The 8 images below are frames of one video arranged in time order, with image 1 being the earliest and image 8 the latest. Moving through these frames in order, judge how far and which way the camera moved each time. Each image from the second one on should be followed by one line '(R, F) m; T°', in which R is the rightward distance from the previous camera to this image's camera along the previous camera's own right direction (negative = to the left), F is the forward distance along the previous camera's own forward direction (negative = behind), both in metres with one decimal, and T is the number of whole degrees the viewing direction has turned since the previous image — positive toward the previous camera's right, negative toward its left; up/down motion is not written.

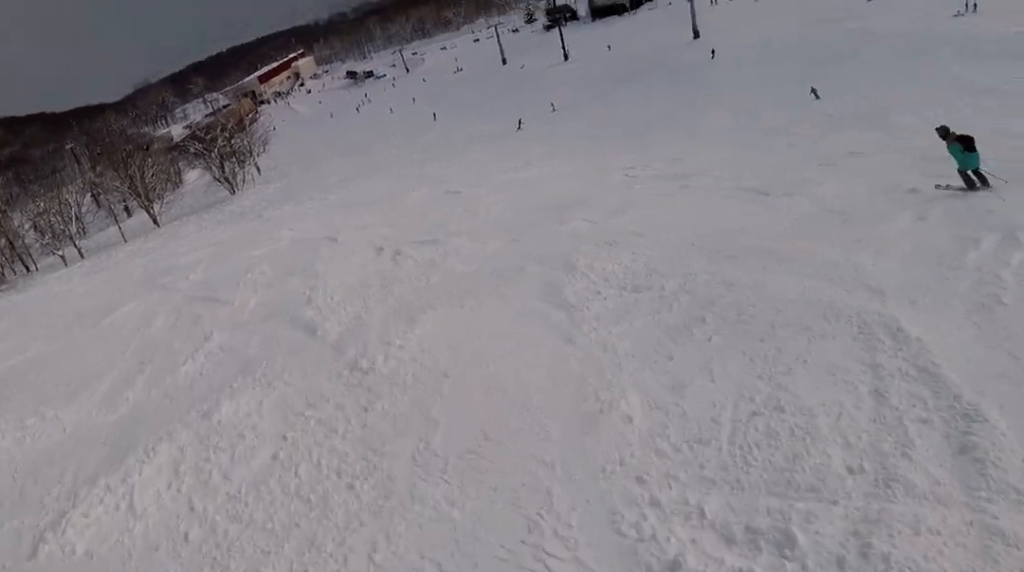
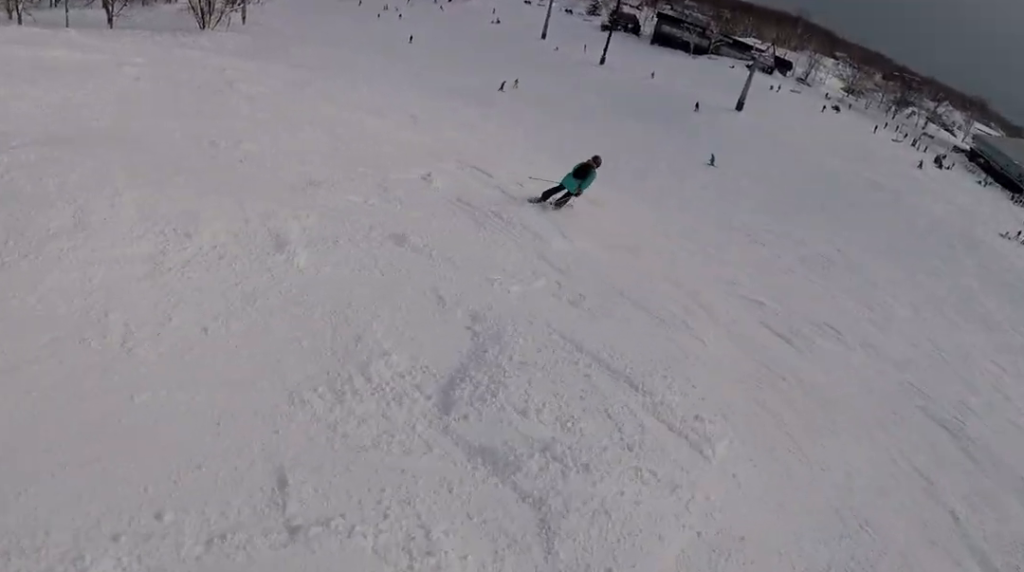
(+1.3, +8.8) m; -22°
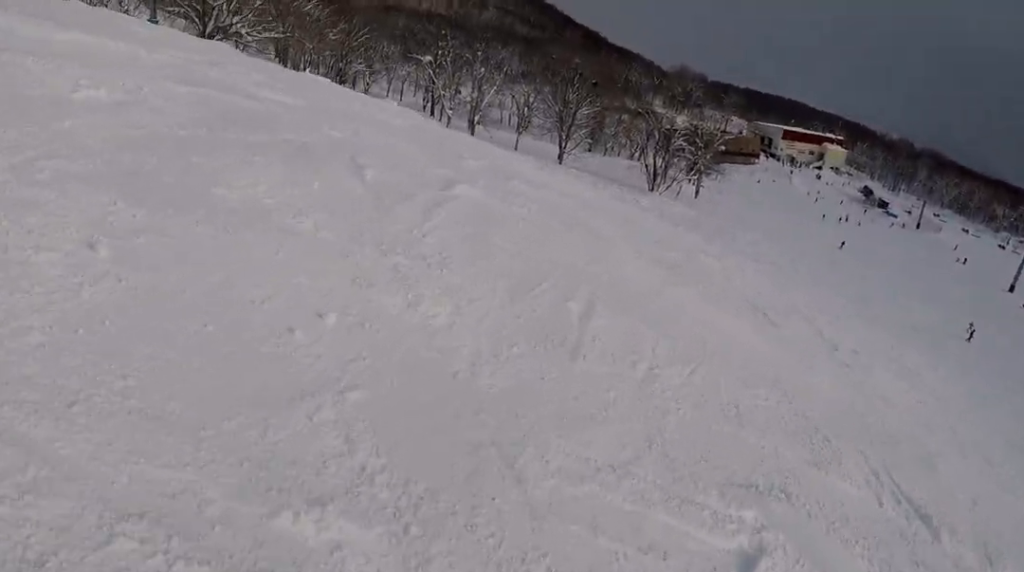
(-2.3, +6.1) m; -22°
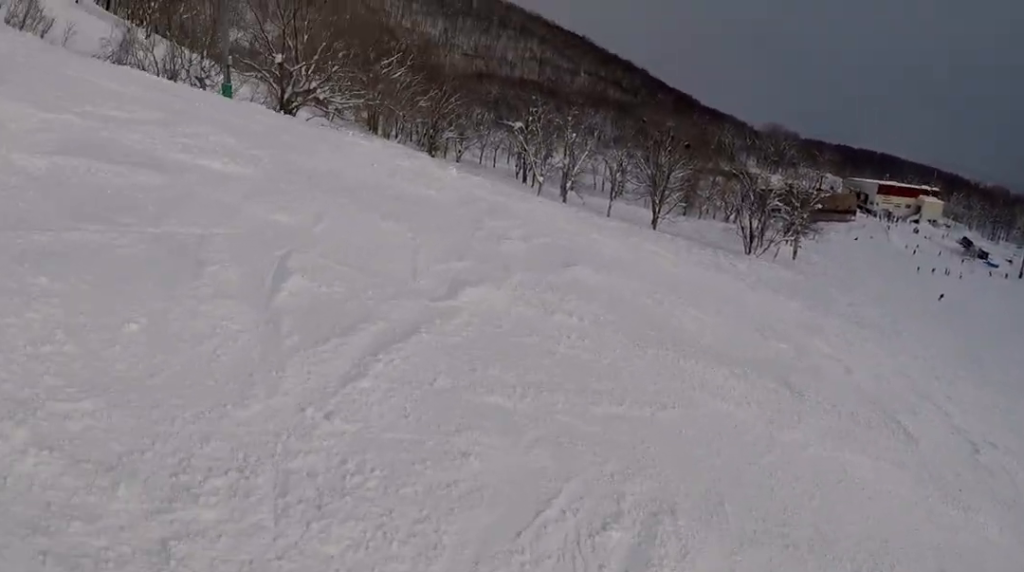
(+0.1, +2.7) m; +12°
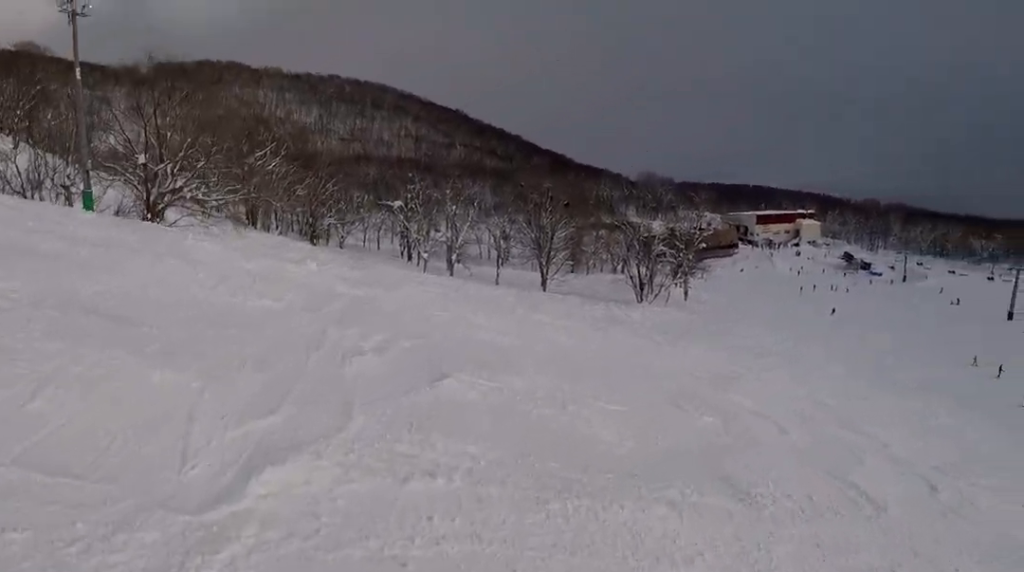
(-0.3, +2.1) m; +9°
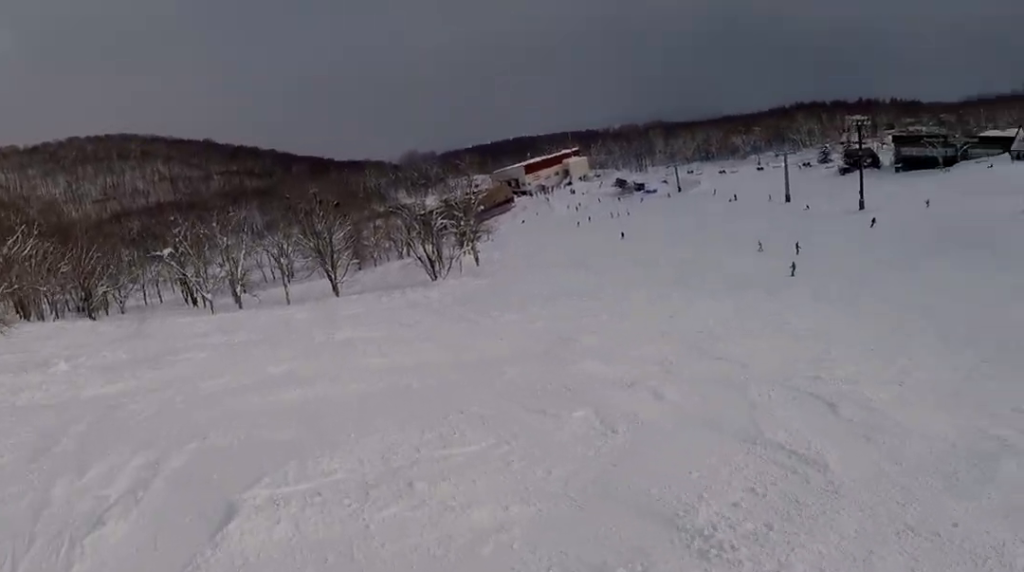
(+0.8, +1.9) m; +14°
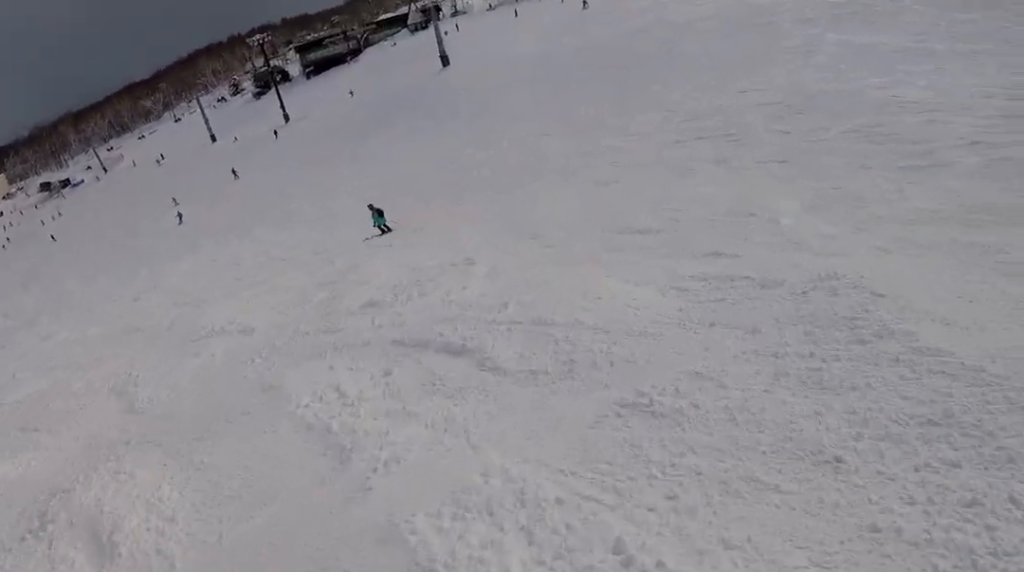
(+1.7, +5.7) m; +14°
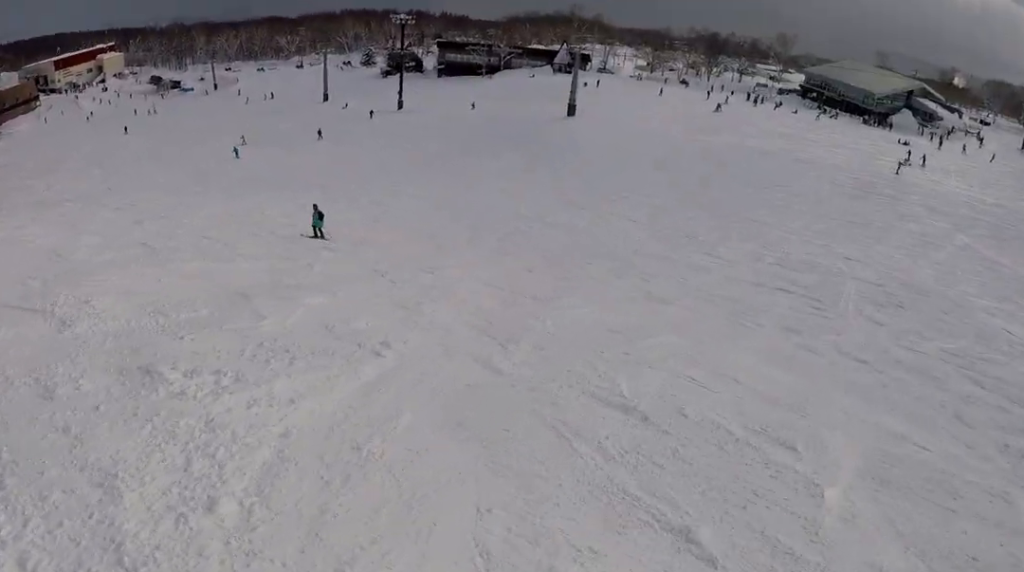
(-0.2, +3.9) m; -9°
